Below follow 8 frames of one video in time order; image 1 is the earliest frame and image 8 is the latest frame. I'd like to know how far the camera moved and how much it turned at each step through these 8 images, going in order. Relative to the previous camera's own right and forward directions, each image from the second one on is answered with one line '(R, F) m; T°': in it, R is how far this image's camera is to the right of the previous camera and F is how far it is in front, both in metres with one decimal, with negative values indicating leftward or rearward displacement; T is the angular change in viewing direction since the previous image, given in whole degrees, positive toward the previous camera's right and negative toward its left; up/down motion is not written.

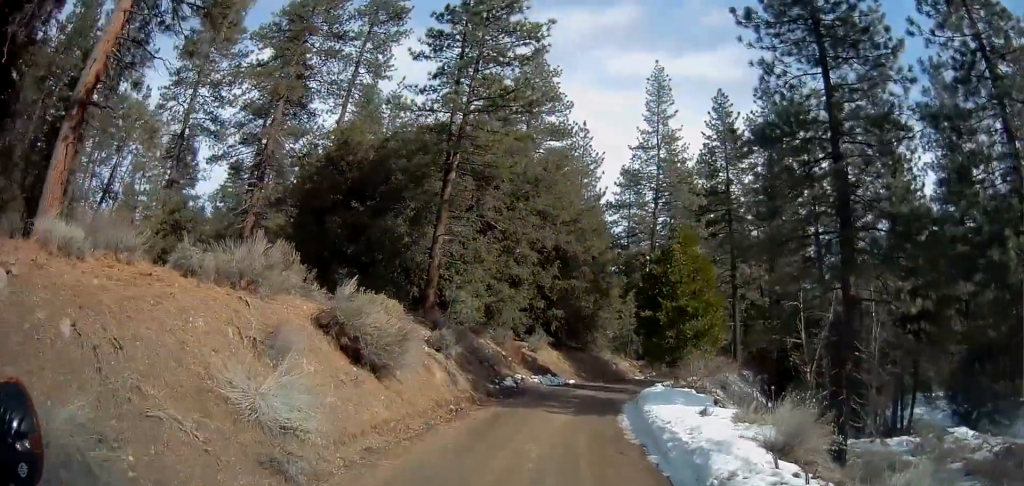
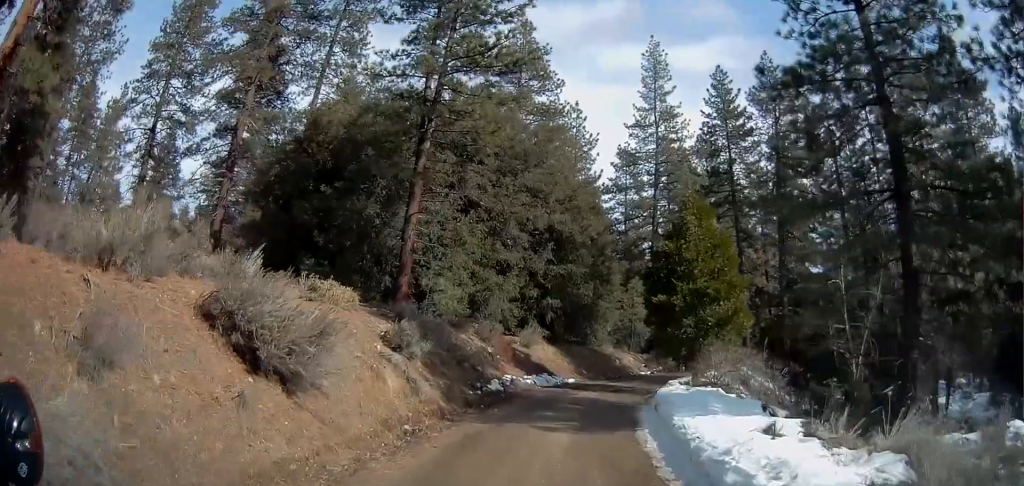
(+0.2, +4.4) m; +3°
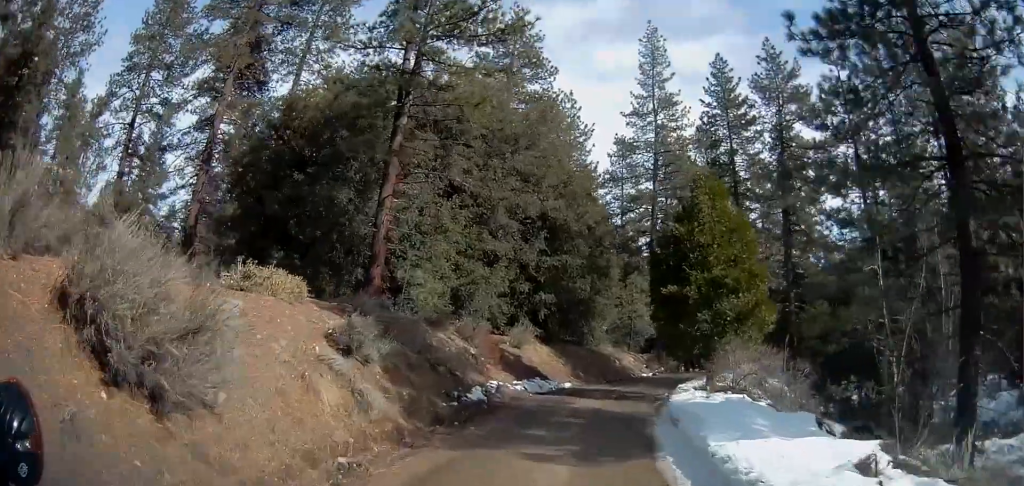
(+0.1, +3.2) m; +2°
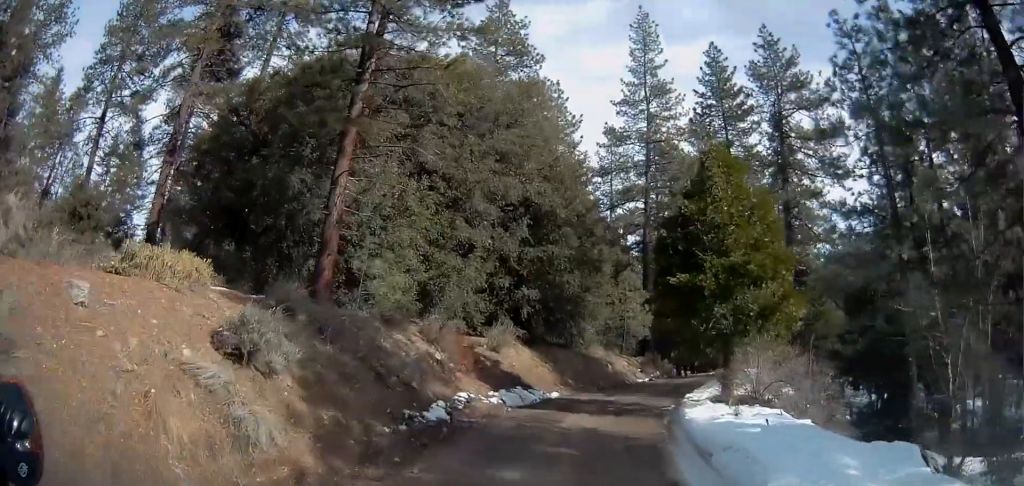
(+0.1, +3.7) m; +1°
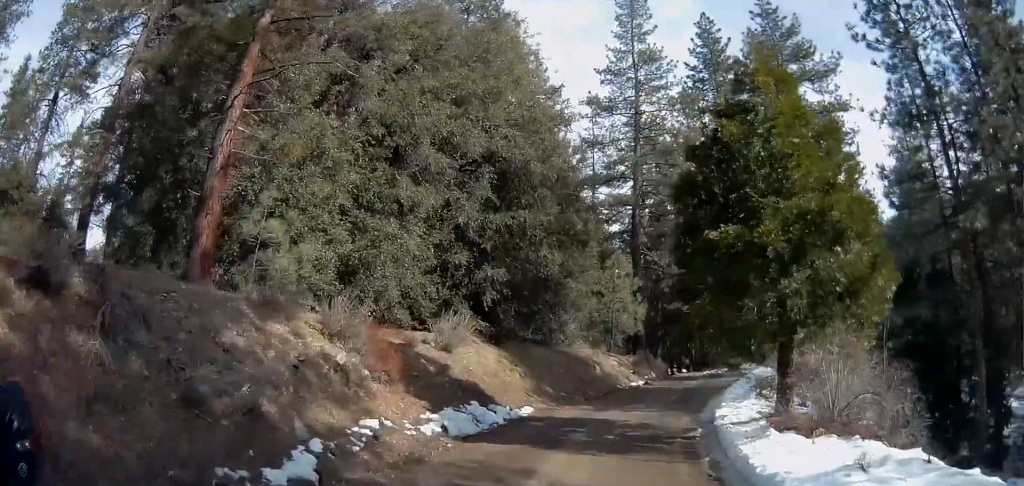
(0.0, +6.0) m; +4°
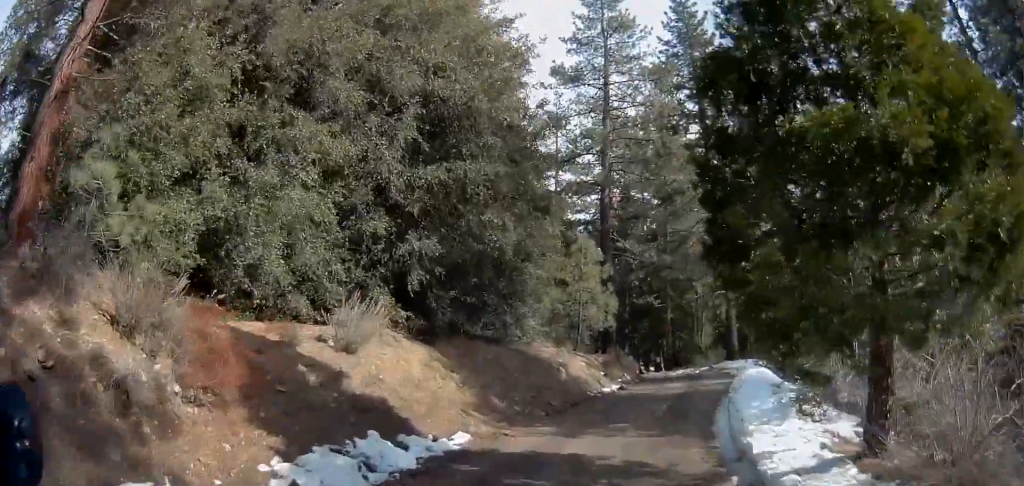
(+0.2, +4.9) m; +4°
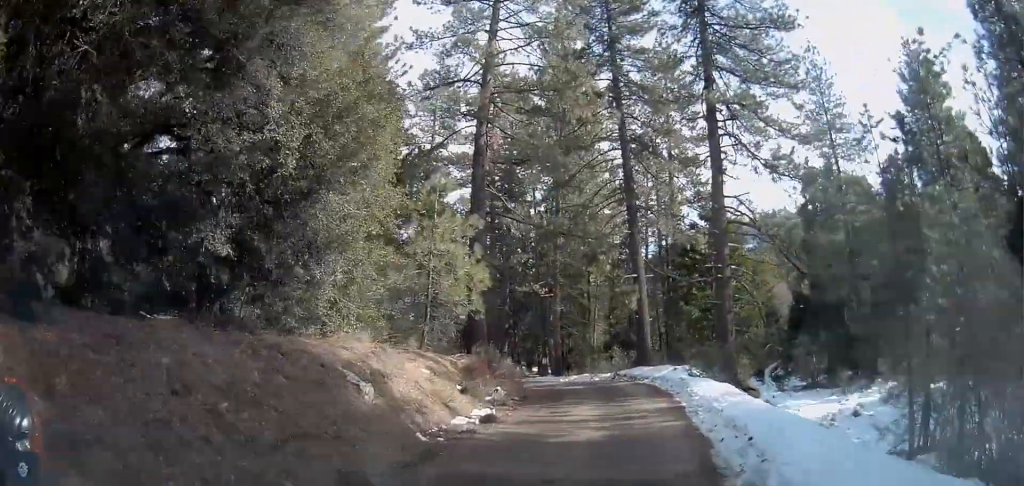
(+0.6, +11.1) m; +5°
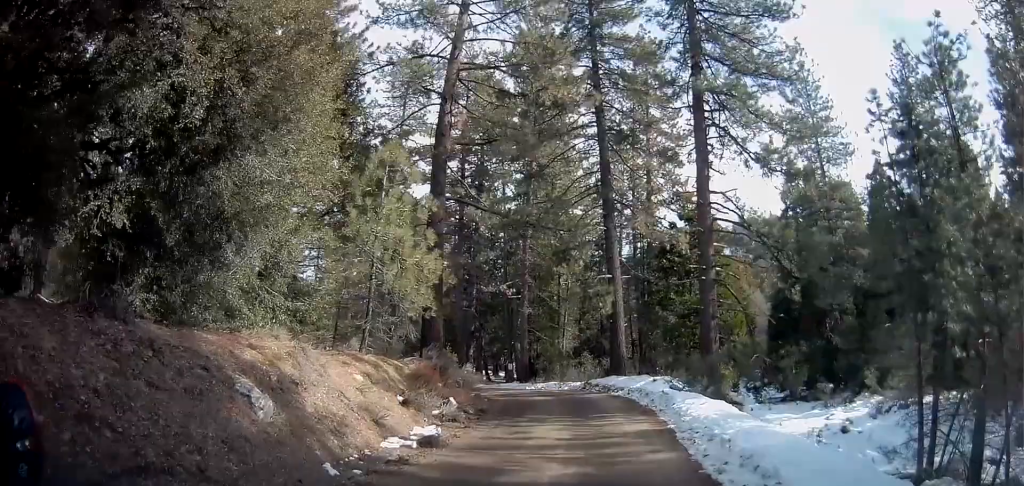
(0.0, +3.0) m; +3°
